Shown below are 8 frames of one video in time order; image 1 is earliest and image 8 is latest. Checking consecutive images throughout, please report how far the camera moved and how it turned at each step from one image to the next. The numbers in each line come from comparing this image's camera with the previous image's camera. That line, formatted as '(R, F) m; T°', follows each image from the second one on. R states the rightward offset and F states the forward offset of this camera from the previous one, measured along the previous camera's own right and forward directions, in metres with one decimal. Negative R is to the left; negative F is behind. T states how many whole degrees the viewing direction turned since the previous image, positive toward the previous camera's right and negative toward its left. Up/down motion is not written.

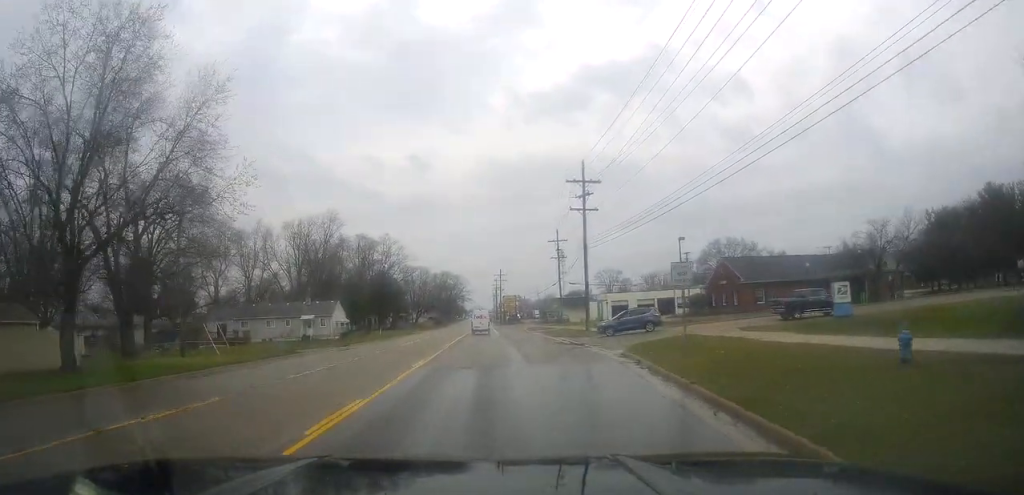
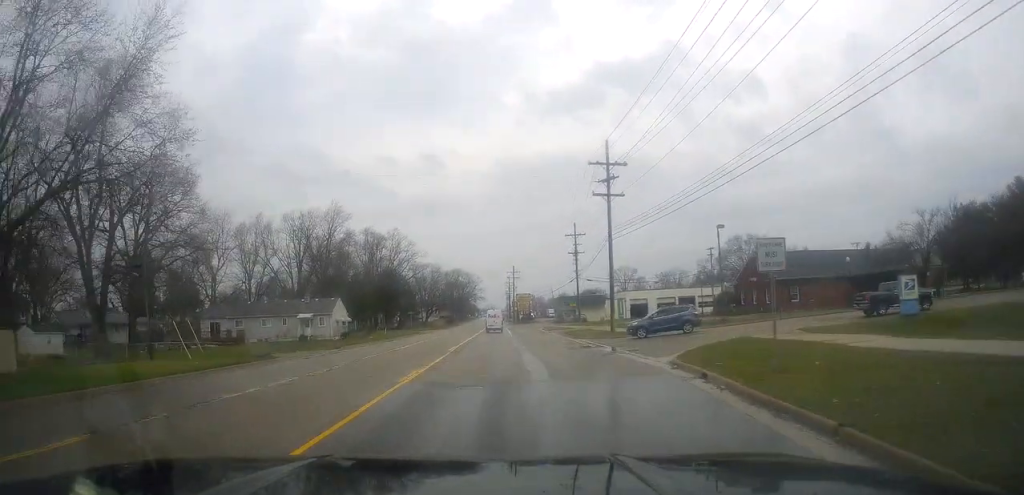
(0.0, +5.5) m; 0°
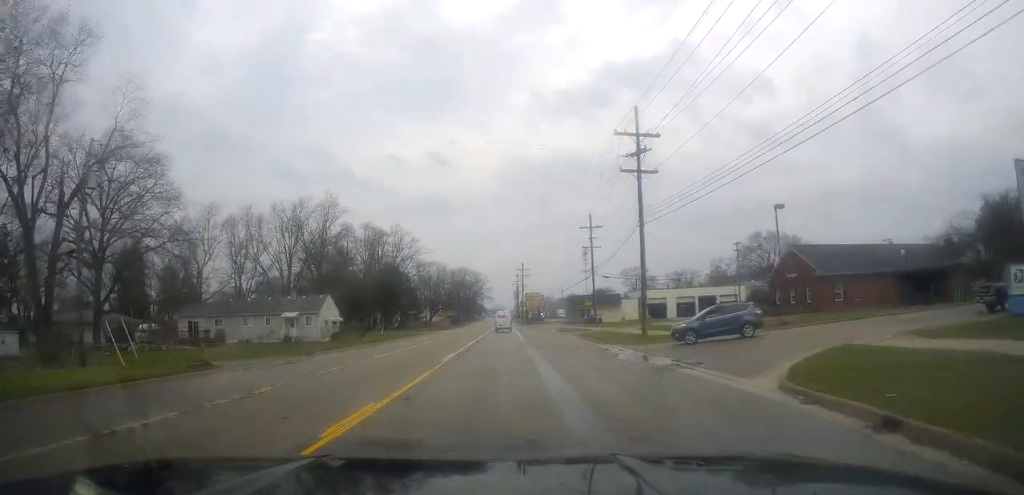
(-0.3, +7.4) m; 0°
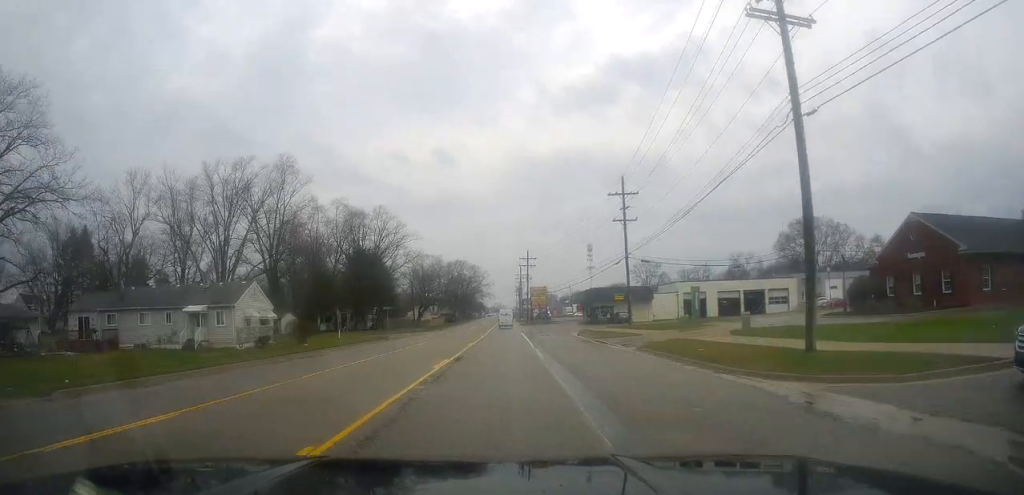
(+0.4, +19.9) m; +1°
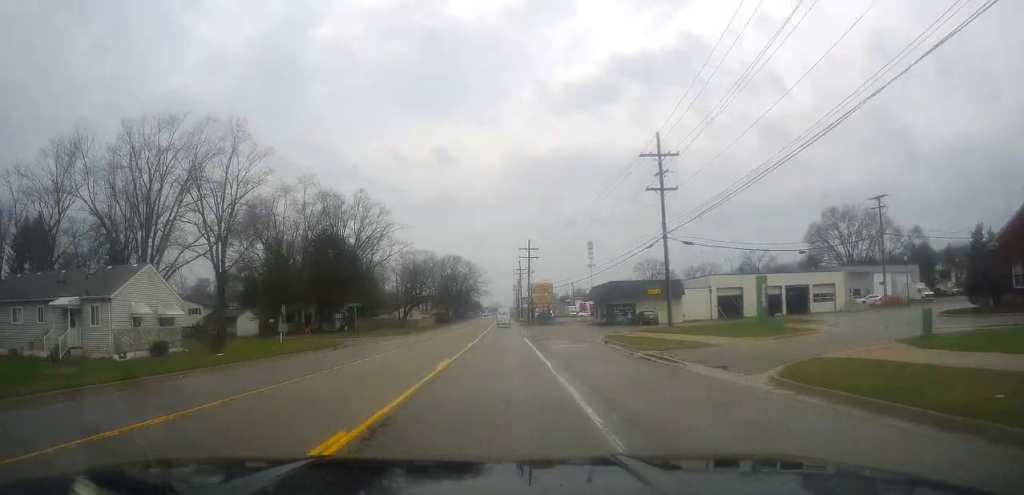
(-0.2, +14.3) m; 0°
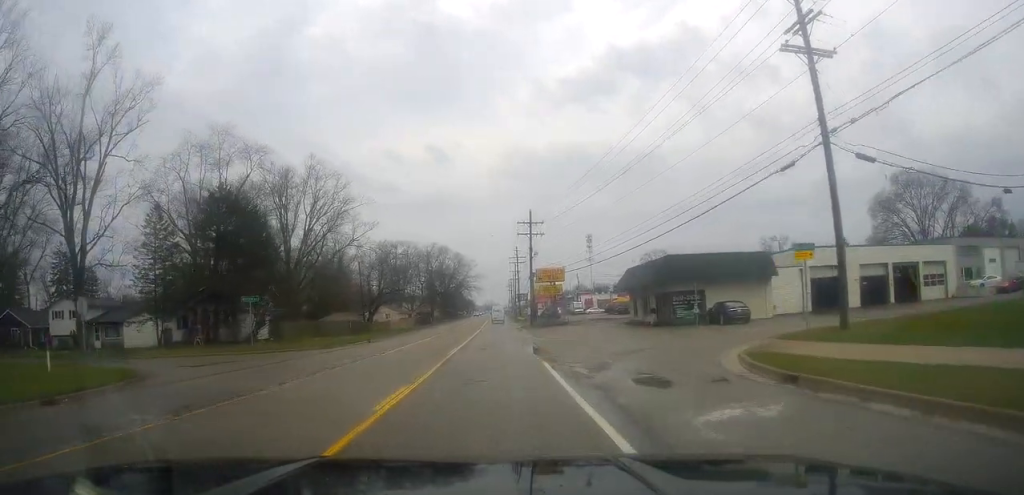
(0.0, +24.1) m; -1°
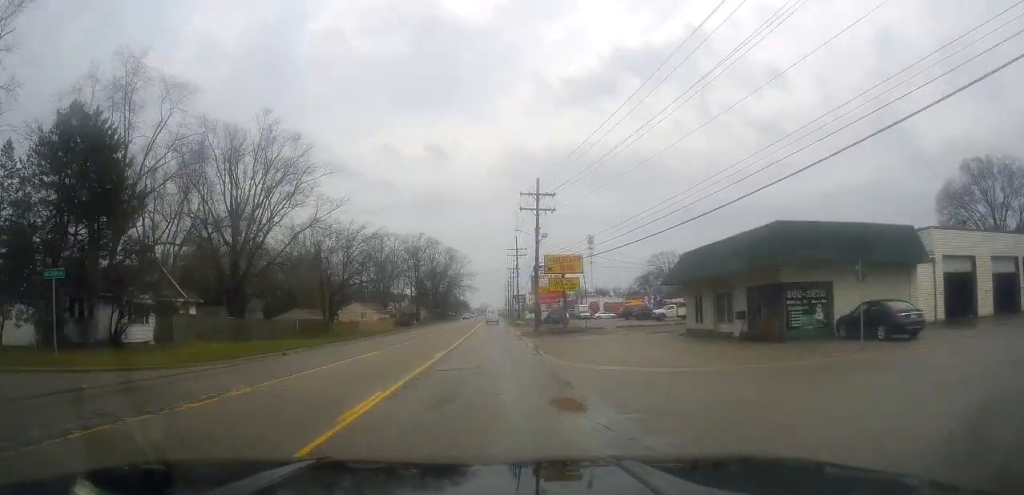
(-0.1, +17.7) m; +1°
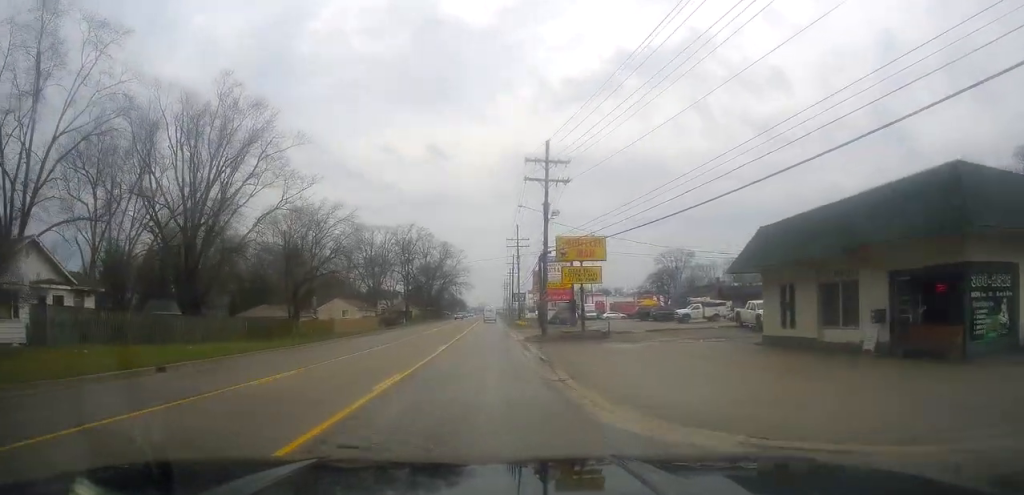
(+0.1, +11.4) m; +1°
